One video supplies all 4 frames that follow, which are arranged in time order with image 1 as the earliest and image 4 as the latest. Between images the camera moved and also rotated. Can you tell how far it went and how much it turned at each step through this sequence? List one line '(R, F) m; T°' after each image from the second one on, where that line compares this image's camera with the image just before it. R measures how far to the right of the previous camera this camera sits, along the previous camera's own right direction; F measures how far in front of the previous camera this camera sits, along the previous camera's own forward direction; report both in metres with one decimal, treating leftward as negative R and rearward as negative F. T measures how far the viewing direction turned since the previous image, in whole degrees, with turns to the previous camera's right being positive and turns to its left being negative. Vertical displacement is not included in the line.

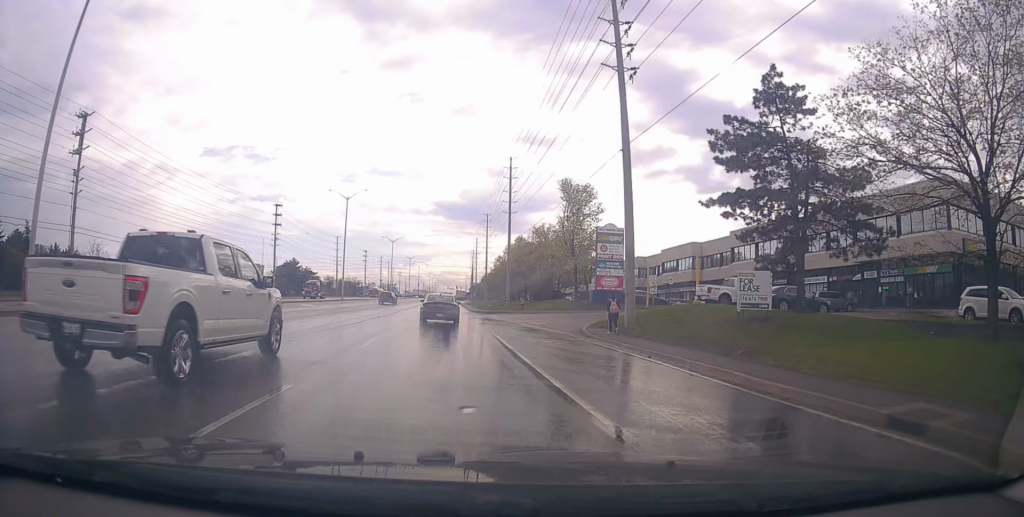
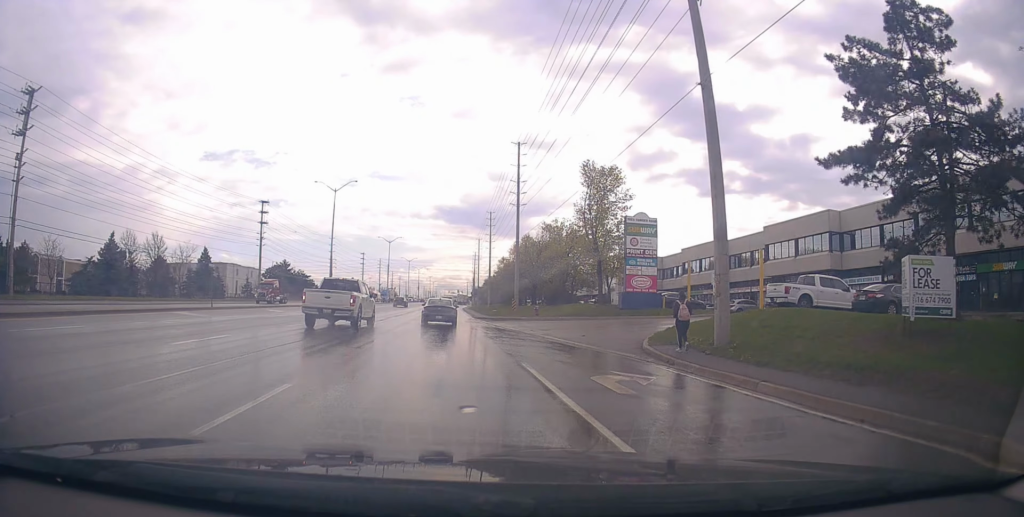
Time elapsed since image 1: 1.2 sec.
(-0.4, +8.5) m; -2°
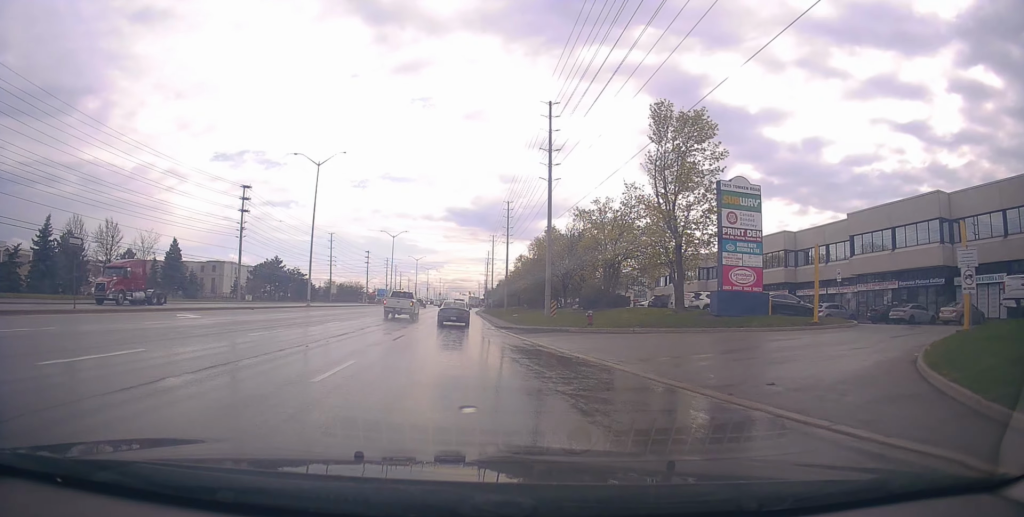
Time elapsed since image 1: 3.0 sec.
(+0.6, +13.3) m; +4°
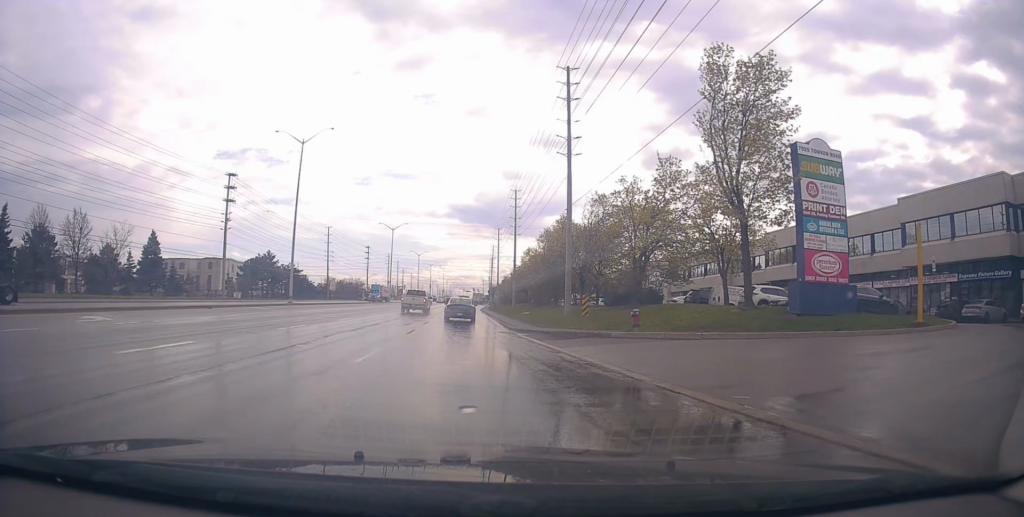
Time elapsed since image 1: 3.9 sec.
(0.0, +6.6) m; -2°
